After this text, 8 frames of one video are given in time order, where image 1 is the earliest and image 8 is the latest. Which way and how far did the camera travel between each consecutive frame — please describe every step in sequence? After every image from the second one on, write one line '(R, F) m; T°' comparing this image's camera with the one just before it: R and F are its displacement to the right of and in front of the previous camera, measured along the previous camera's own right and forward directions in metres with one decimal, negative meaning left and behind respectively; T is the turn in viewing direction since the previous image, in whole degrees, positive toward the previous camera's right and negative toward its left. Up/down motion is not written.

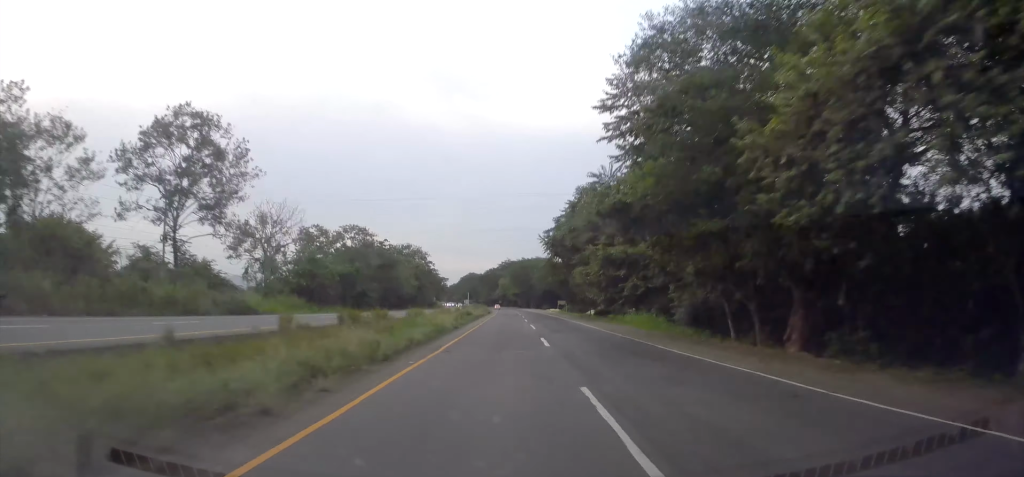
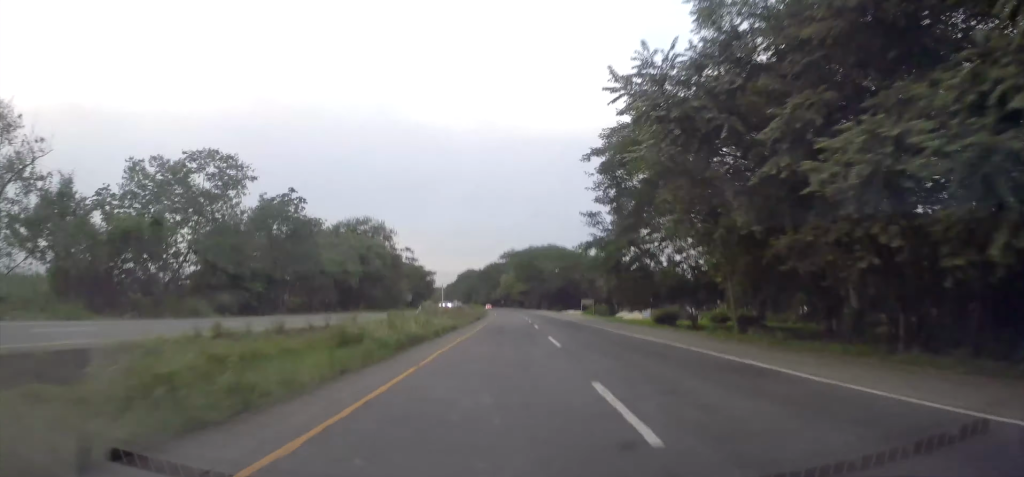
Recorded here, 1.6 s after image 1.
(0.0, +40.7) m; 0°
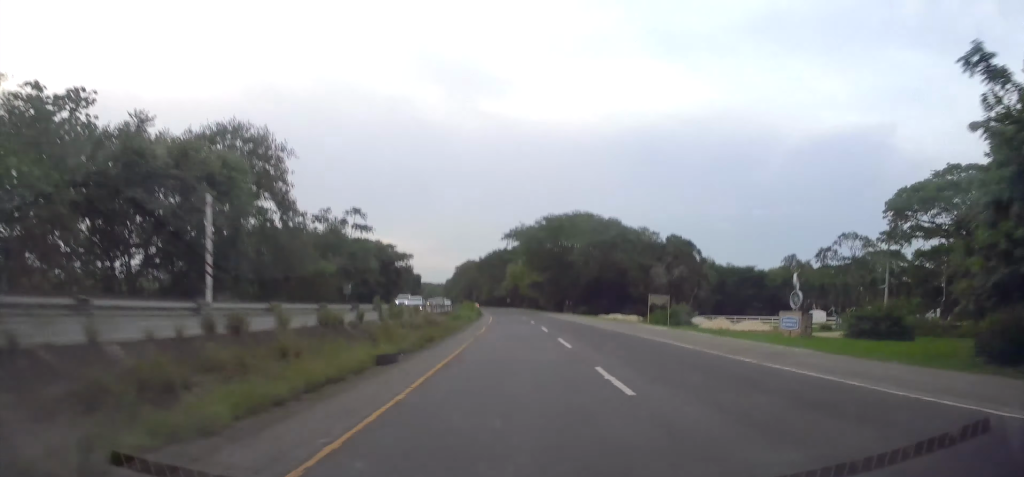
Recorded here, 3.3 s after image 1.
(-0.3, +45.1) m; -1°
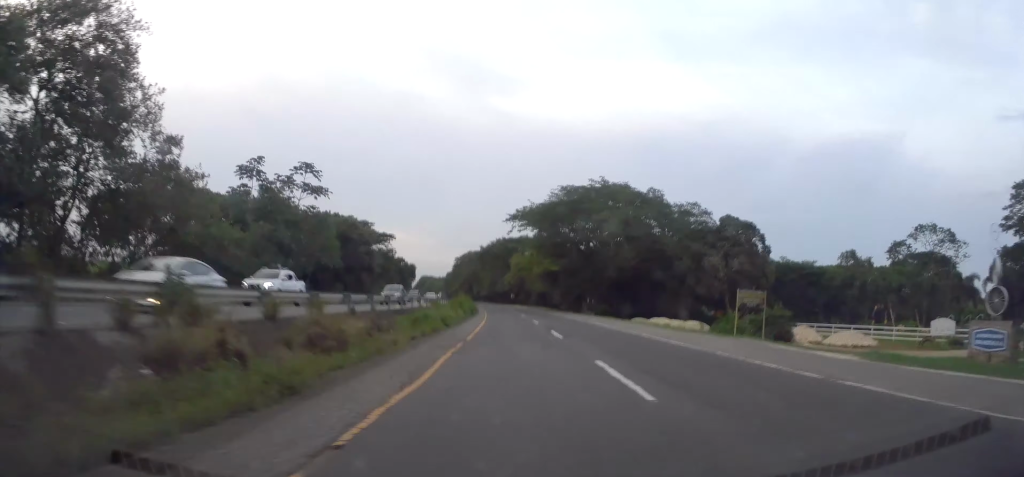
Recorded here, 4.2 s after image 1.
(0.0, +21.5) m; -1°
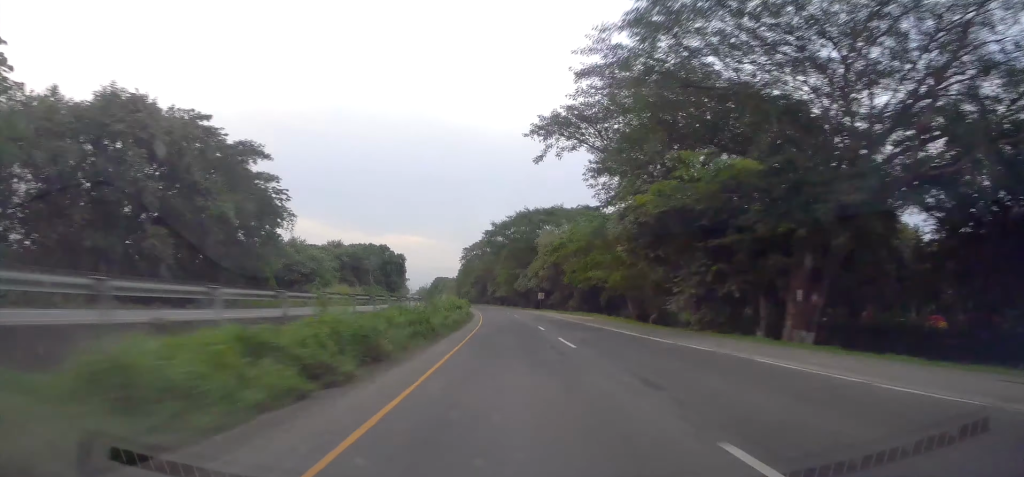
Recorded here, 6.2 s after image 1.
(-0.6, +51.7) m; -2°
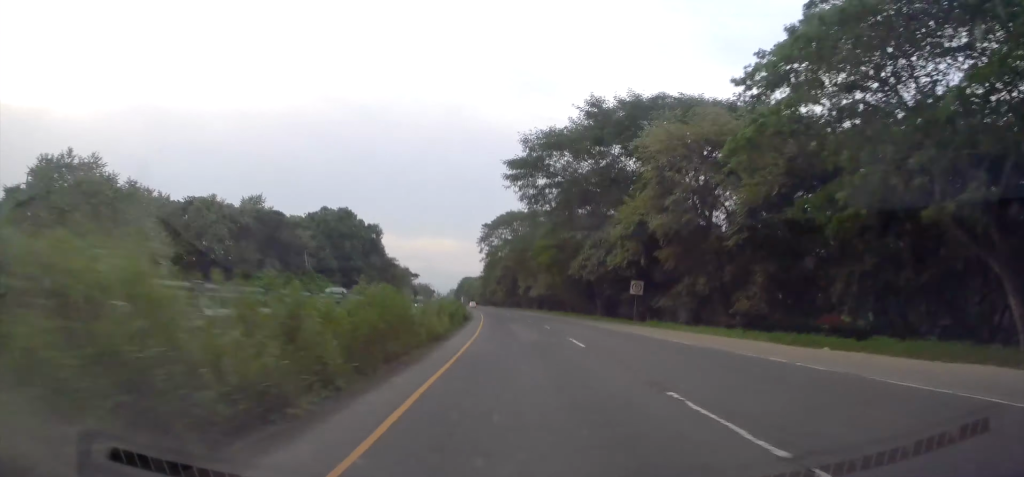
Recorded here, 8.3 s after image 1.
(-1.3, +54.1) m; -3°
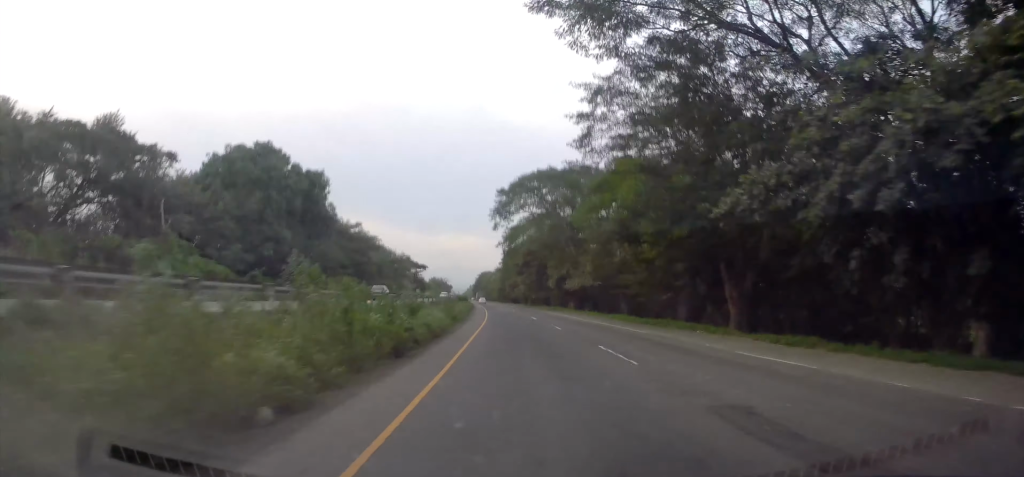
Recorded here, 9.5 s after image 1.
(-0.8, +32.5) m; -2°
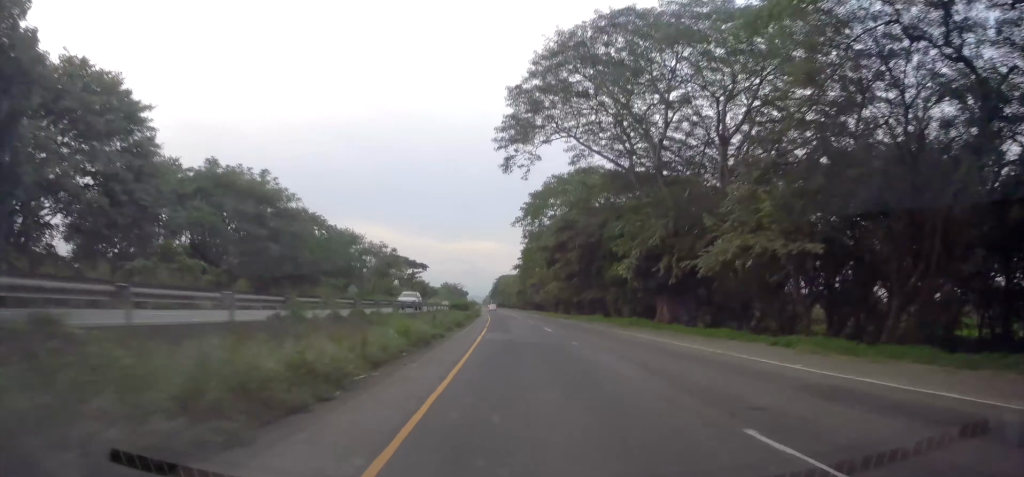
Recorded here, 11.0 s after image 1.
(-0.8, +38.9) m; -2°
